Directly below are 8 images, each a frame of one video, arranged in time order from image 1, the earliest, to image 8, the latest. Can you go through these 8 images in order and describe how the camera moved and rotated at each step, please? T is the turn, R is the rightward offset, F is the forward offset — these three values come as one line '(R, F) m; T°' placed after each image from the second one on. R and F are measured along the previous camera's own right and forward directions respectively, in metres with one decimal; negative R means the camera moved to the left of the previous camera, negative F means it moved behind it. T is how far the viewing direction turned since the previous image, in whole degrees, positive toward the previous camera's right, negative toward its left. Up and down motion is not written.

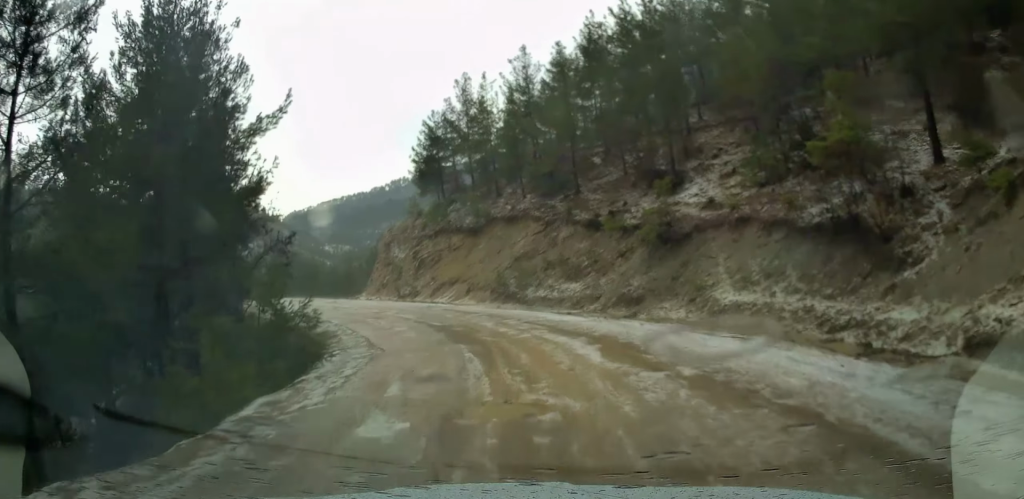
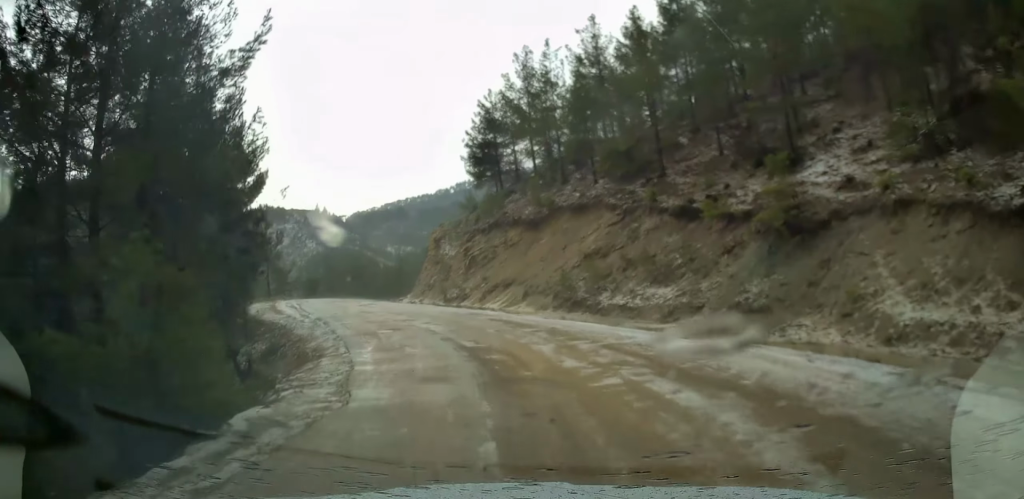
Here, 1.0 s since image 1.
(-0.5, +6.9) m; -8°
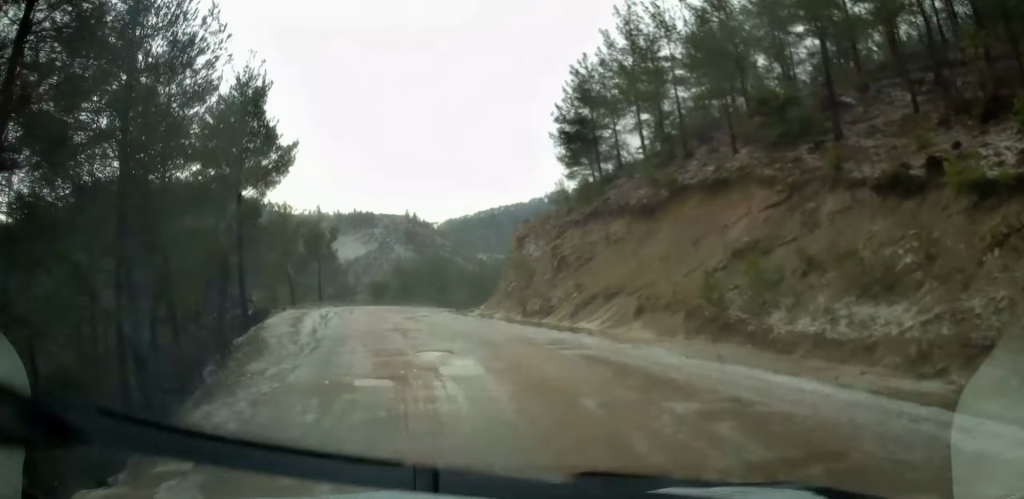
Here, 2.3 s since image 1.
(-1.0, +9.4) m; -11°
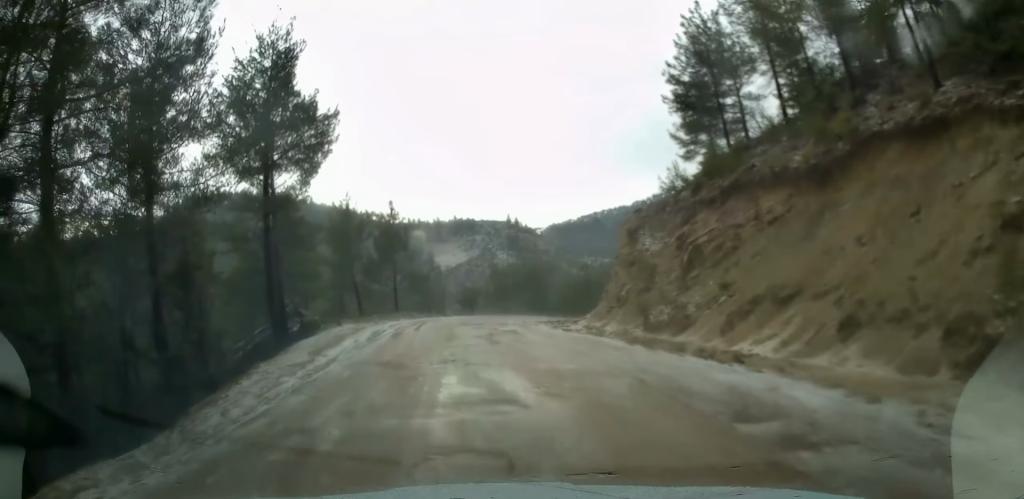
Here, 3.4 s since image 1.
(-0.5, +7.7) m; -8°
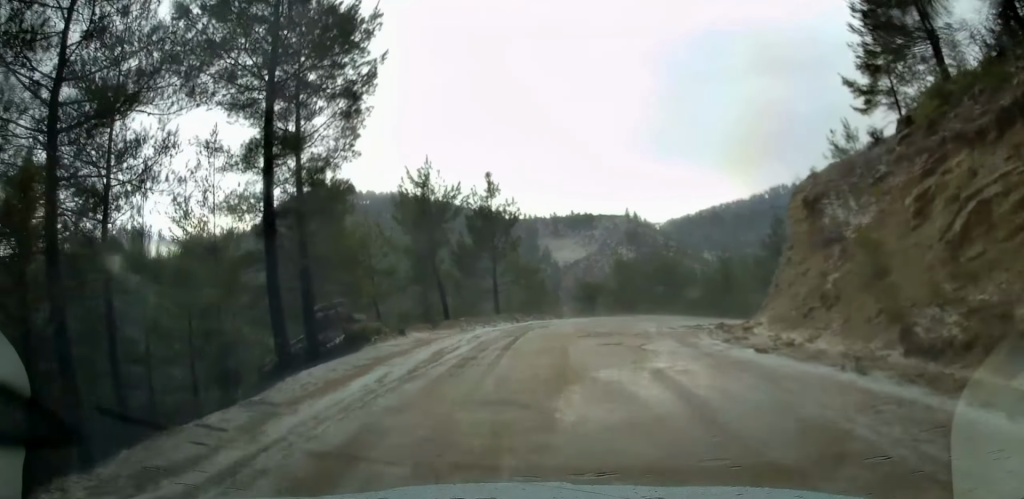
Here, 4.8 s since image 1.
(-0.7, +9.4) m; -7°
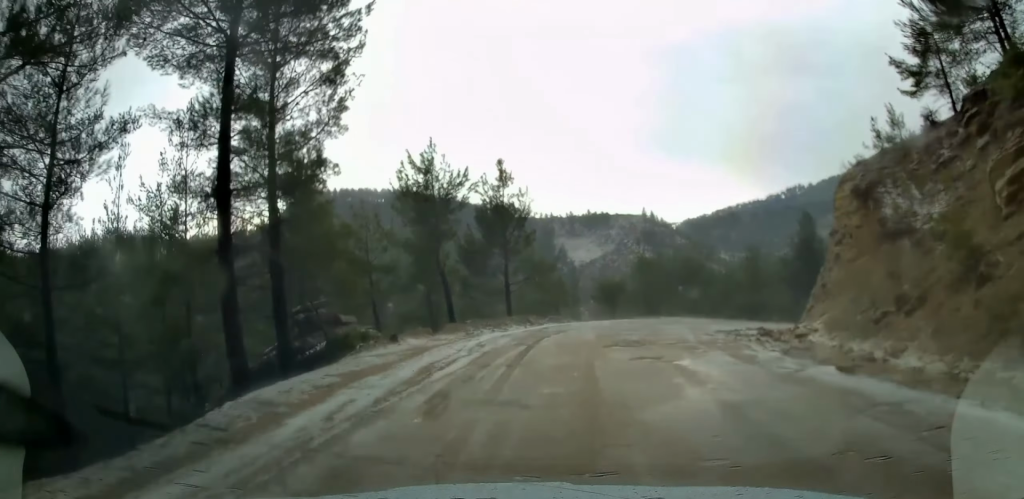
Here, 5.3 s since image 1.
(-0.1, +3.1) m; -1°
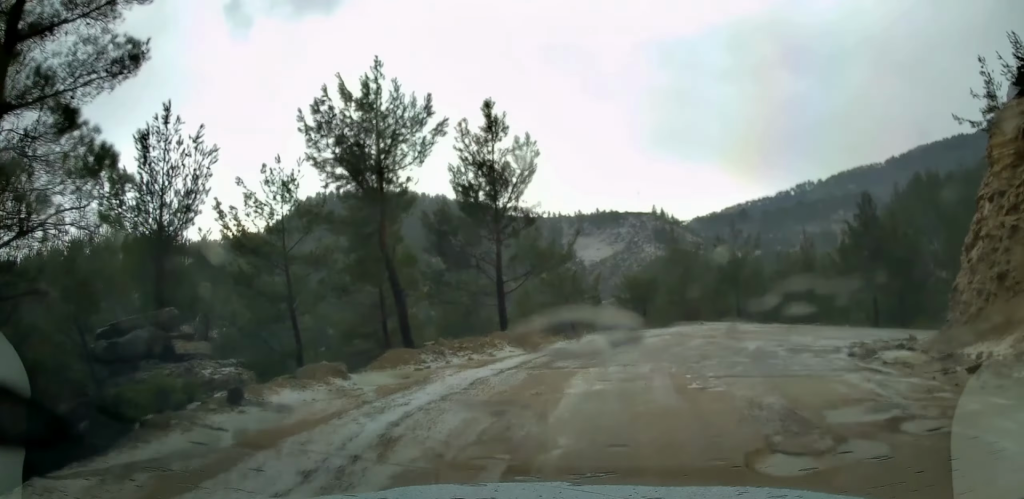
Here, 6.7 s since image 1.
(-0.2, +9.6) m; +1°
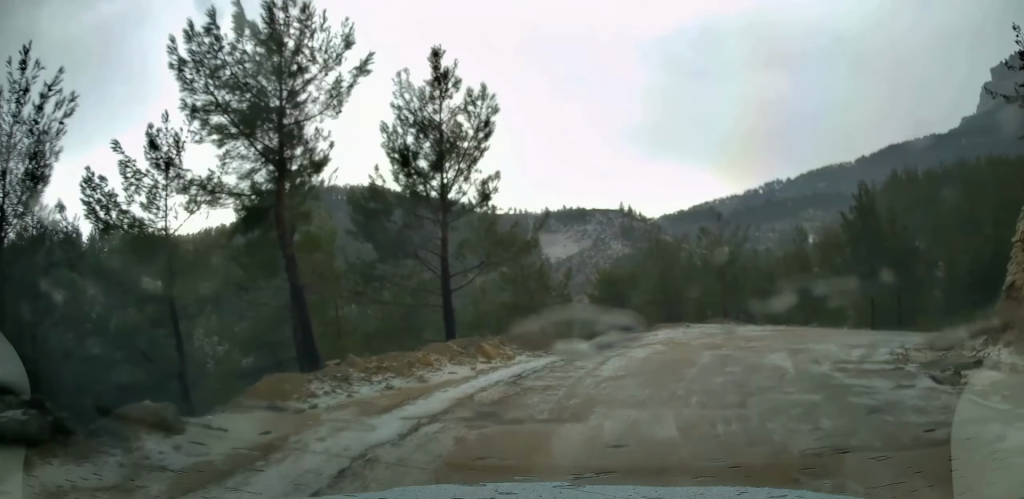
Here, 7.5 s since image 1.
(+0.3, +4.4) m; +5°
